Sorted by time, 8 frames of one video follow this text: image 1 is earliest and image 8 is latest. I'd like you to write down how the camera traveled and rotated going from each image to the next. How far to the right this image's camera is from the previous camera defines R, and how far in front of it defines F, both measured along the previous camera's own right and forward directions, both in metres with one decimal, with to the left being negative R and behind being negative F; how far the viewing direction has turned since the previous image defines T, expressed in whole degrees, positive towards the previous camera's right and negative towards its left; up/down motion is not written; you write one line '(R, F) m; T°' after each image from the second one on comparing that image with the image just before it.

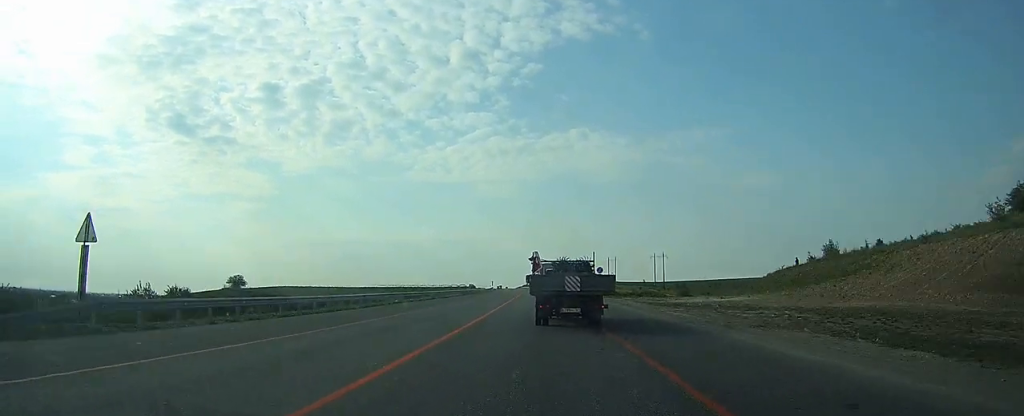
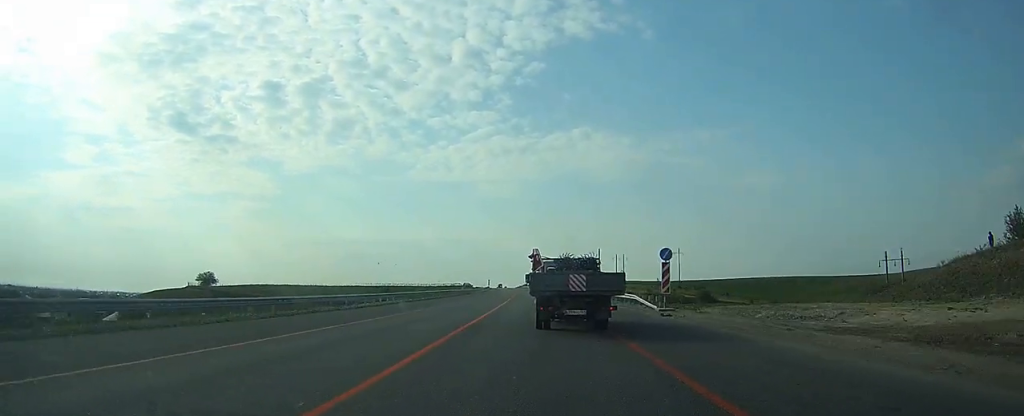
(-0.2, +32.9) m; -1°
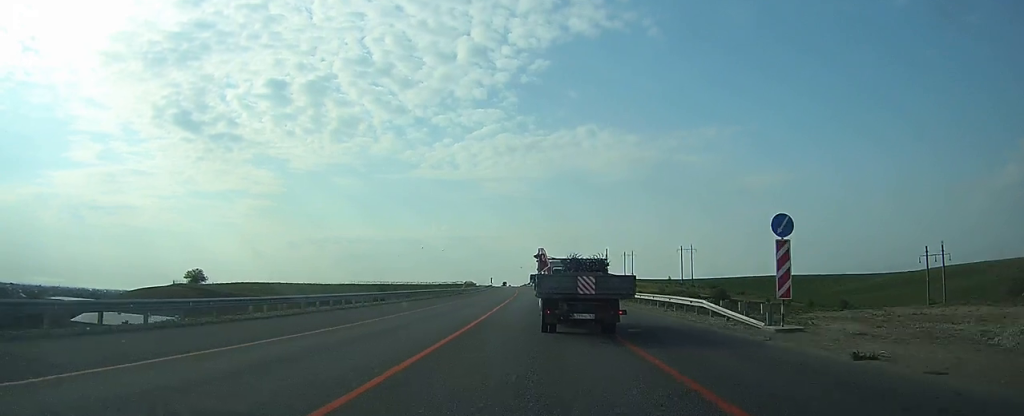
(-0.1, +15.4) m; 0°
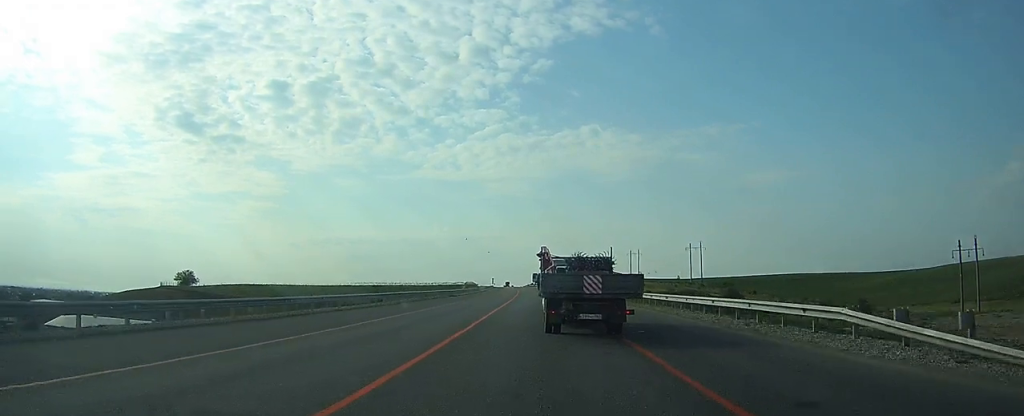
(0.0, +11.2) m; 0°
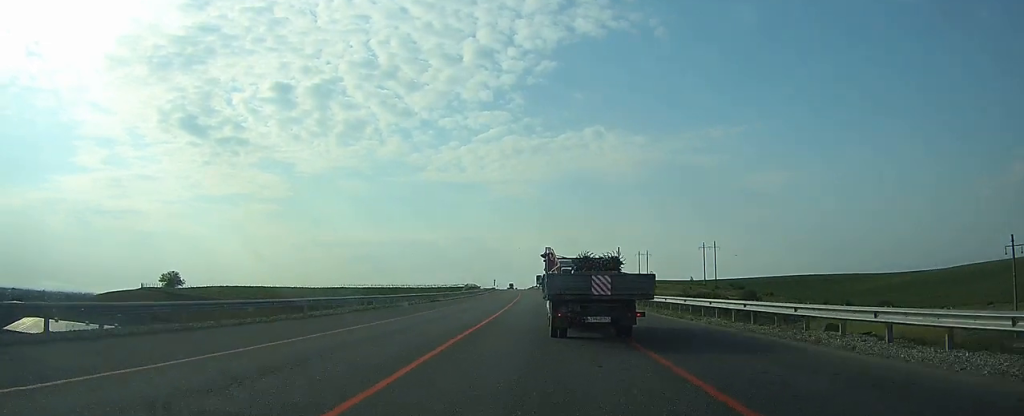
(0.0, +15.4) m; 0°
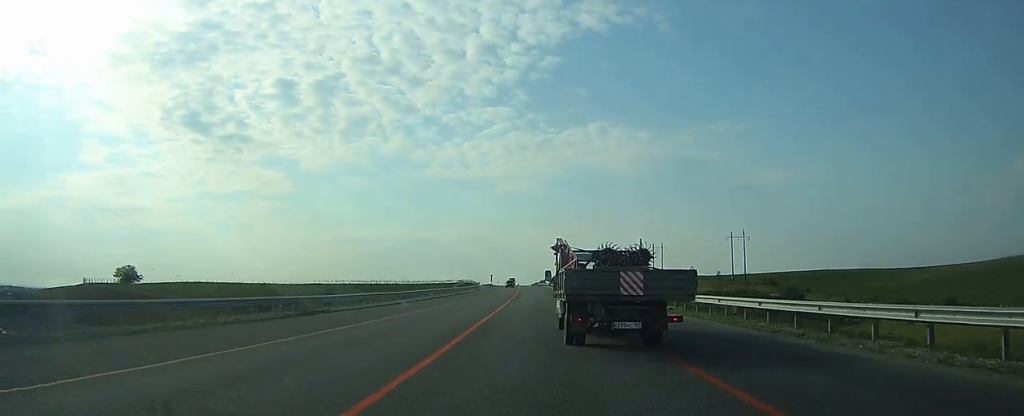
(-0.2, +33.1) m; -1°
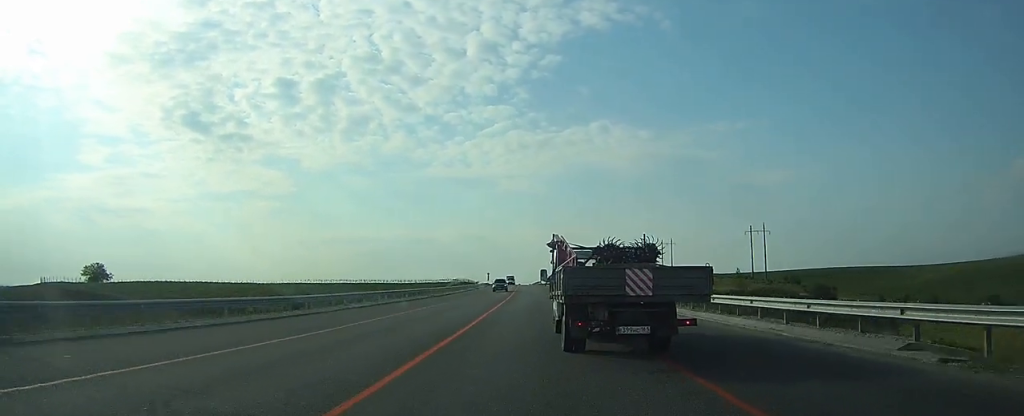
(-0.1, +19.7) m; -1°
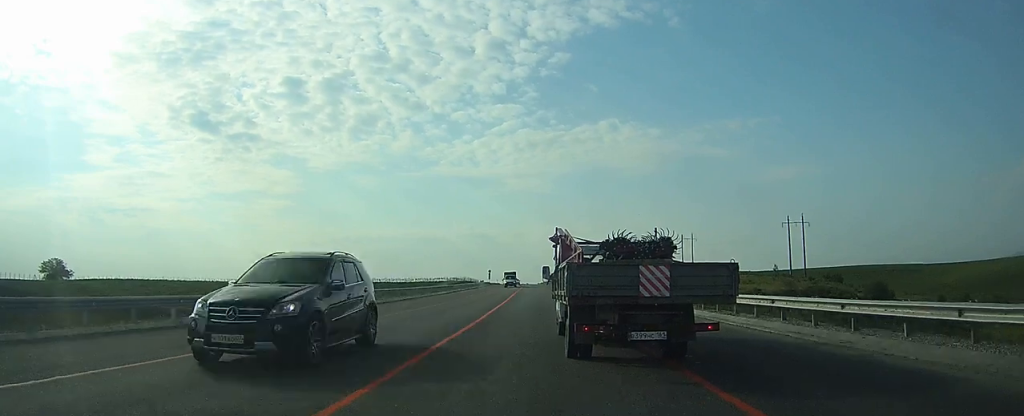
(-0.1, +25.8) m; -1°
